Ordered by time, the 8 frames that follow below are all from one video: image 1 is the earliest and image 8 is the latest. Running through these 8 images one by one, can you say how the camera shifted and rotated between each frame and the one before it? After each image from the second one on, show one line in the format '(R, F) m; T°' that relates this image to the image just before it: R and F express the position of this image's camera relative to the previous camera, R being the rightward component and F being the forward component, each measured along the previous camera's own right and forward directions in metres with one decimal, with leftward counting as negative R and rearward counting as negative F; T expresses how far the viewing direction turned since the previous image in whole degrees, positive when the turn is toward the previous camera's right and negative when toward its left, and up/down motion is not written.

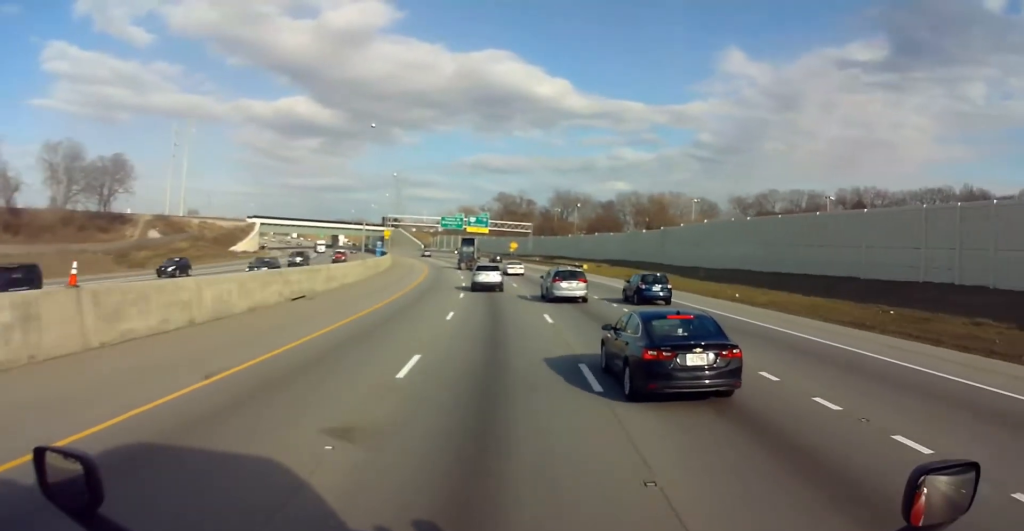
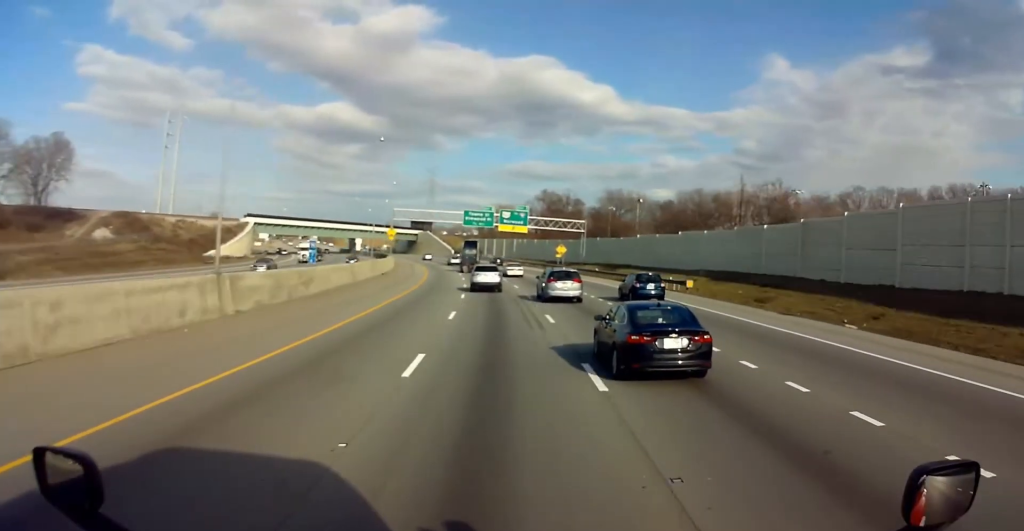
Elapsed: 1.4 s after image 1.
(-1.7, +36.2) m; -6°
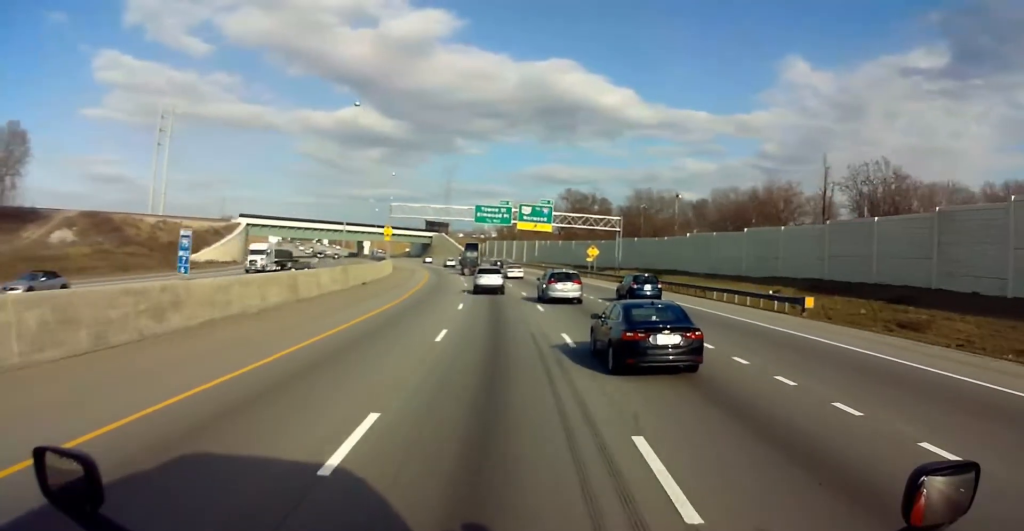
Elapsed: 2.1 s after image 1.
(-0.6, +18.1) m; -2°
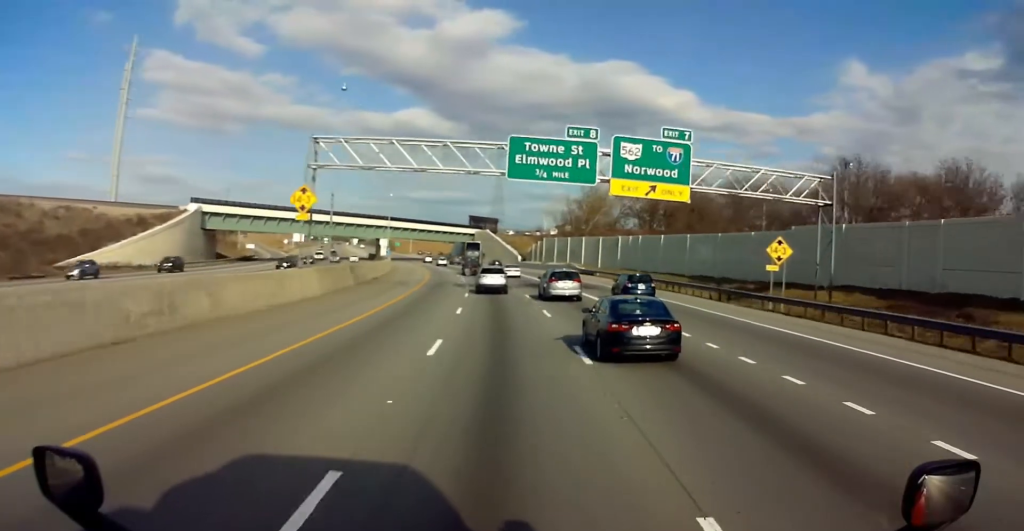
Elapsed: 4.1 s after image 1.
(-1.0, +50.2) m; -2°
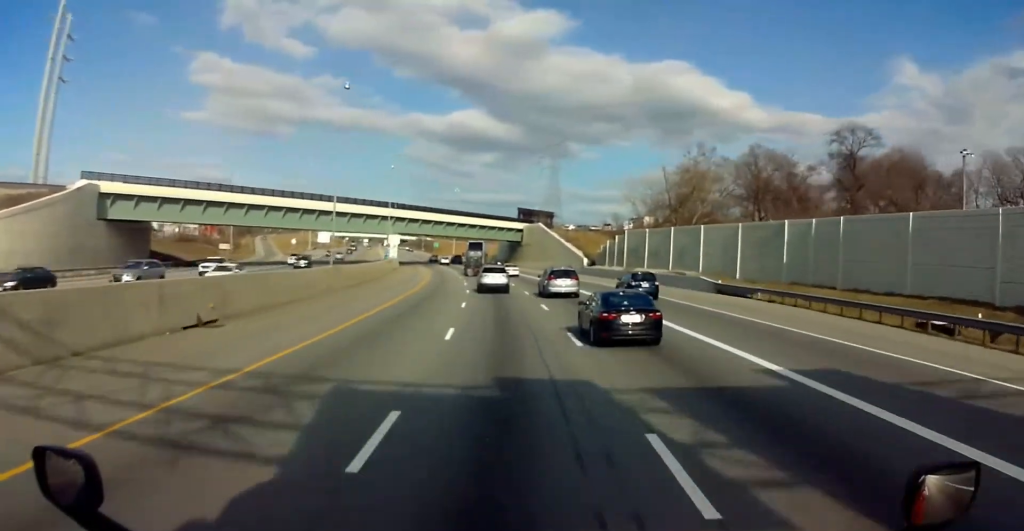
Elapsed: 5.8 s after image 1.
(-1.8, +42.5) m; -6°
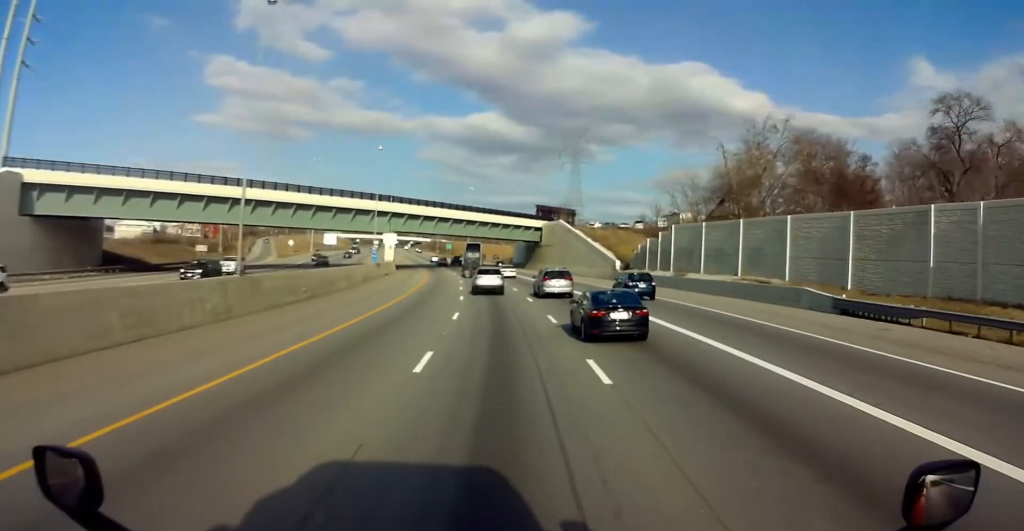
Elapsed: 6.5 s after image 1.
(-0.4, +16.3) m; -2°
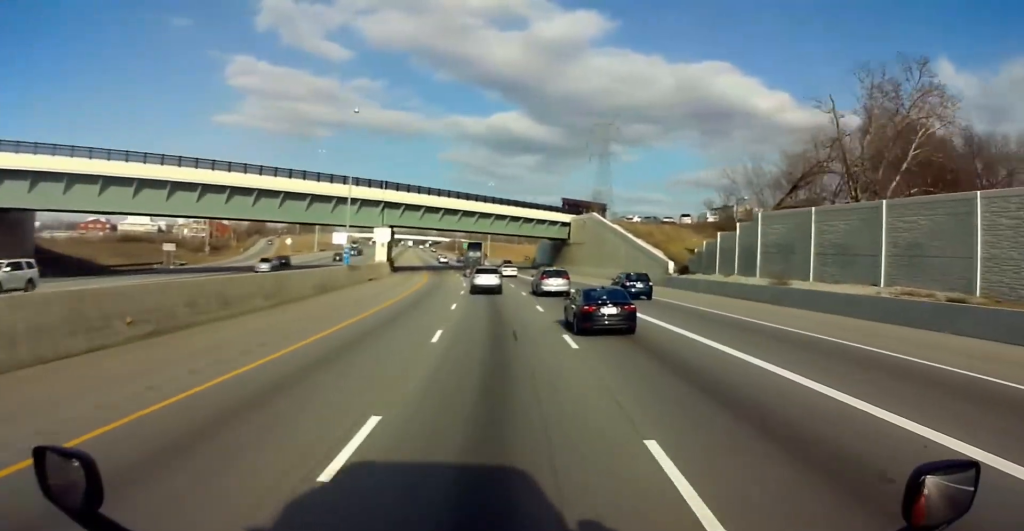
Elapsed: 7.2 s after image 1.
(-0.3, +20.9) m; -1°
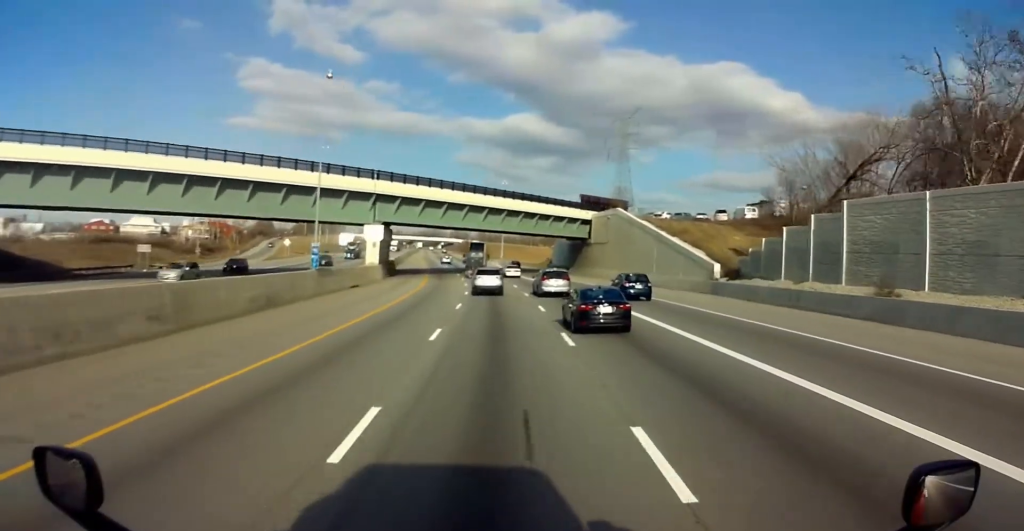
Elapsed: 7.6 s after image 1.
(0.0, +12.3) m; -1°
